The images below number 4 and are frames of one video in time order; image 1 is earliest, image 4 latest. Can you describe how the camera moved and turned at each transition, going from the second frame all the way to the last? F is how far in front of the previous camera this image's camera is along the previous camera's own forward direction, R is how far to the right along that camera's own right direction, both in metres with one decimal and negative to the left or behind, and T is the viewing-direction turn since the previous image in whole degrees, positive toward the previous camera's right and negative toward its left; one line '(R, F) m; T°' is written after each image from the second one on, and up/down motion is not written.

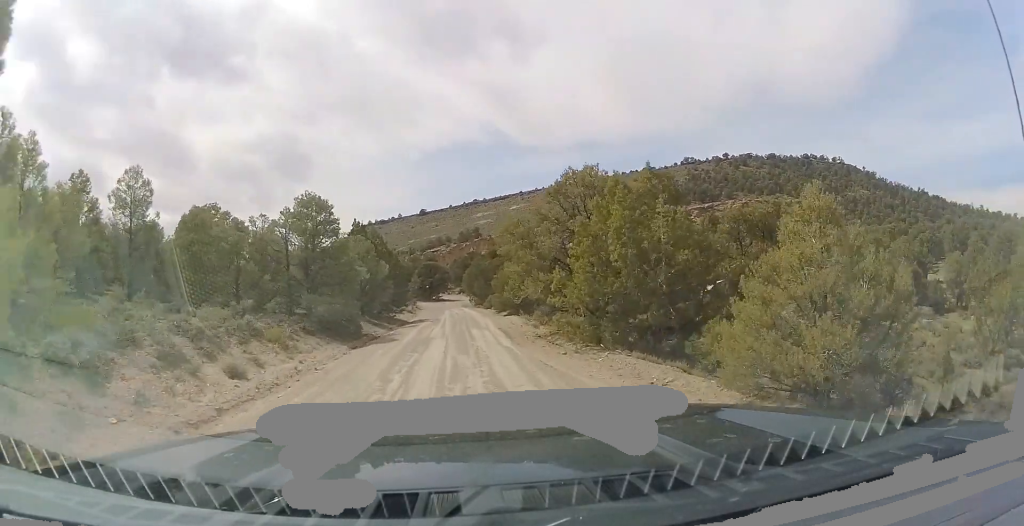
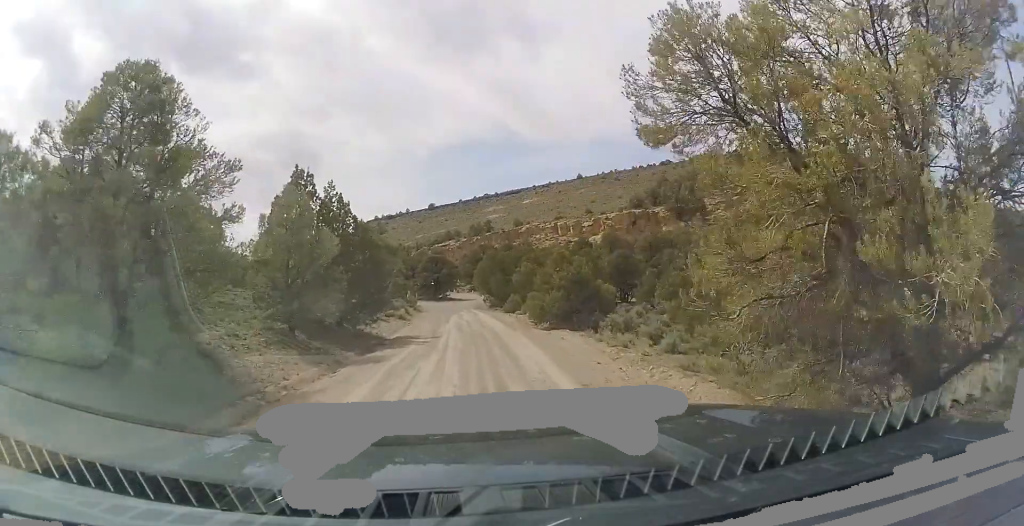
(-0.8, +14.7) m; -3°
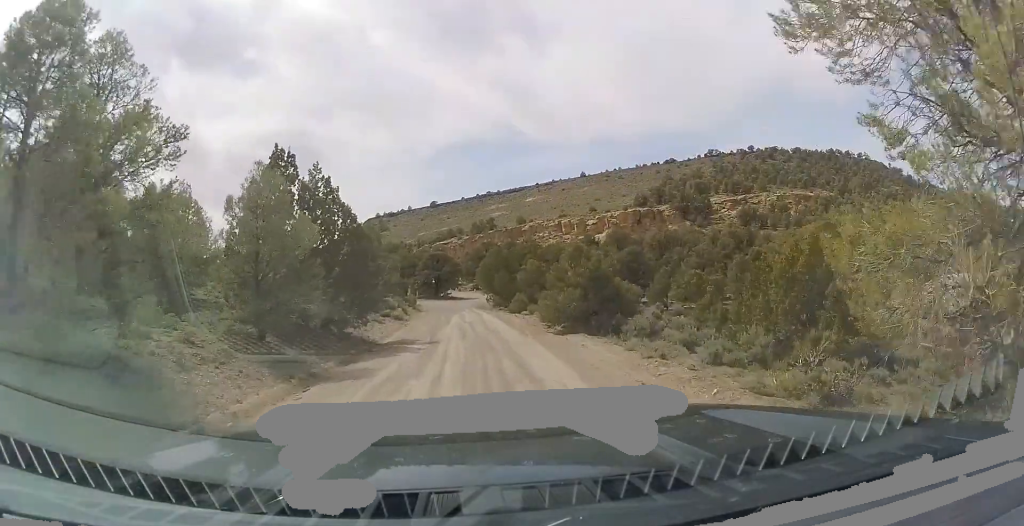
(0.0, +2.7) m; +1°
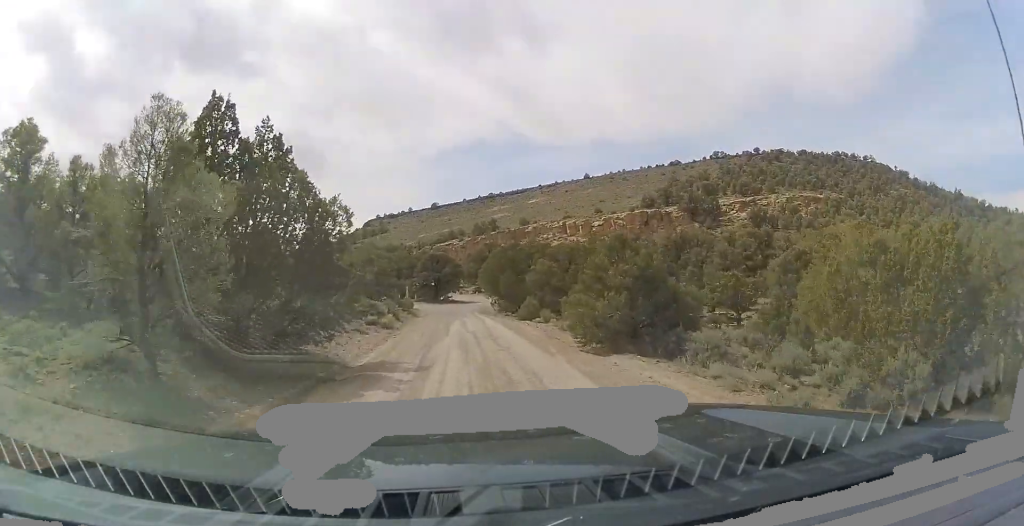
(+0.5, +5.4) m; +3°
